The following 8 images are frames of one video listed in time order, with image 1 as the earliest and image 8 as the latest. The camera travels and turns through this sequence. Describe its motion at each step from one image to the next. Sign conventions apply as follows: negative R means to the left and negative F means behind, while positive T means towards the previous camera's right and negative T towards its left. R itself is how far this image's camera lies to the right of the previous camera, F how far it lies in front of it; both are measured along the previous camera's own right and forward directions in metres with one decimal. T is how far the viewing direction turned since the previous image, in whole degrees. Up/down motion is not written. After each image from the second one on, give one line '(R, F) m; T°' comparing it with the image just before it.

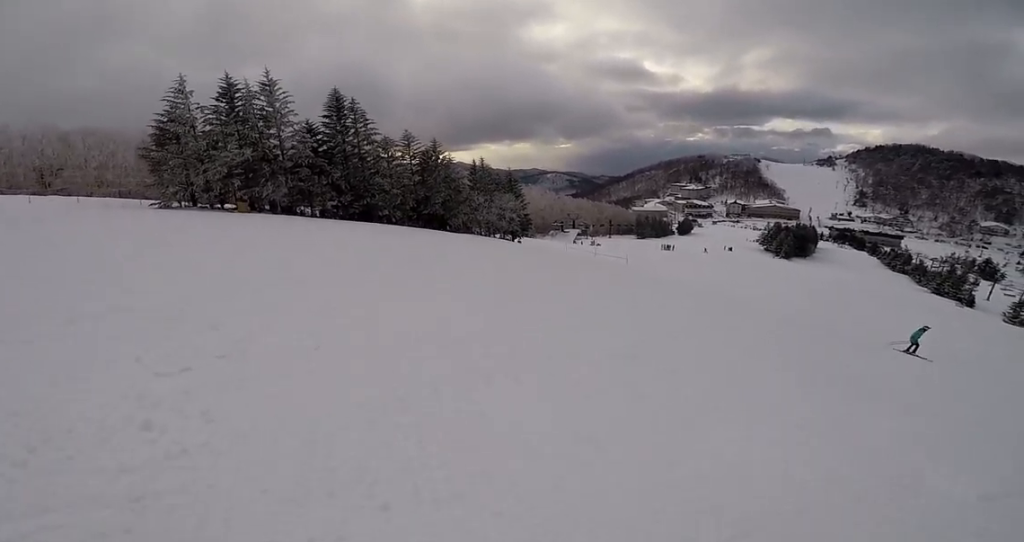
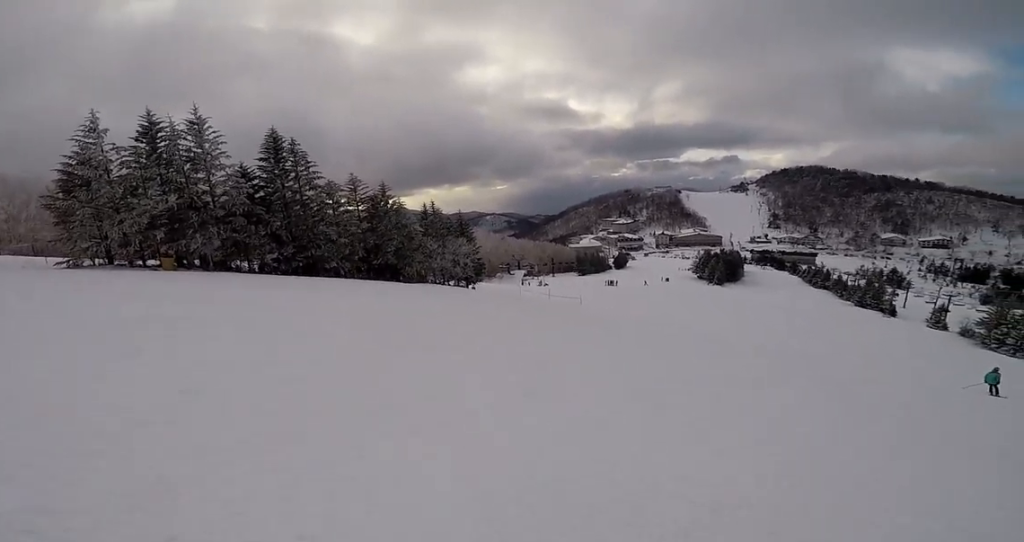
(-0.4, +3.0) m; +19°
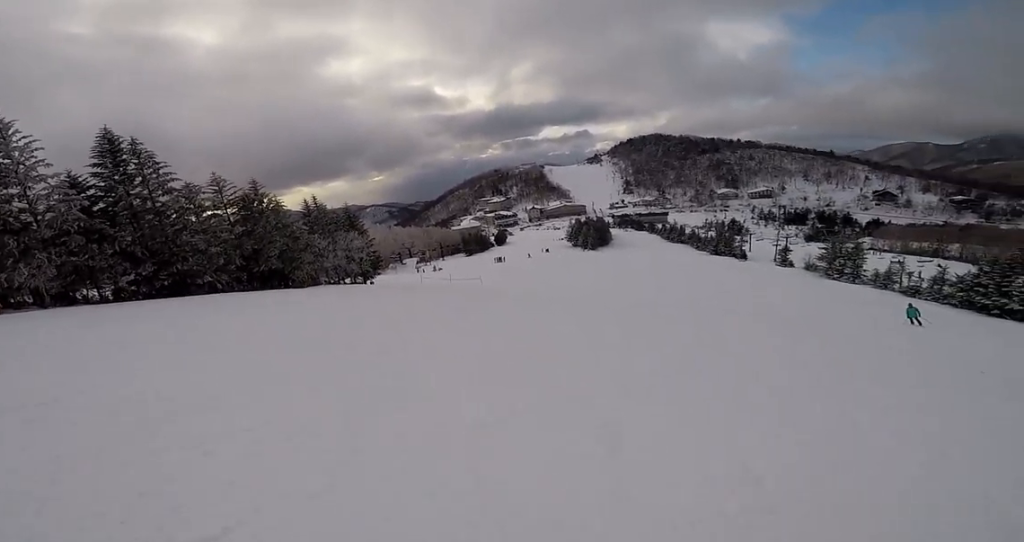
(0.0, +2.4) m; +24°
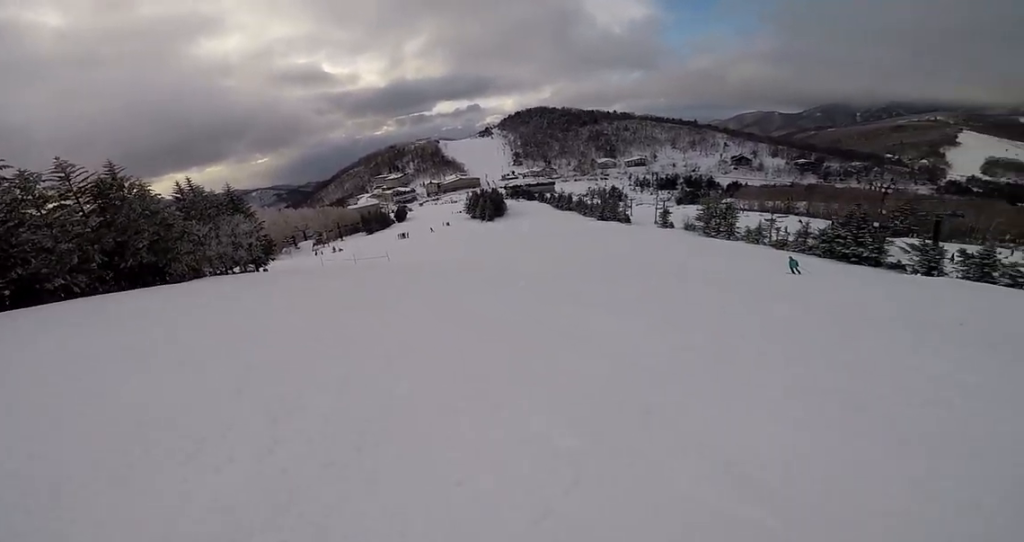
(+1.1, +2.0) m; +23°
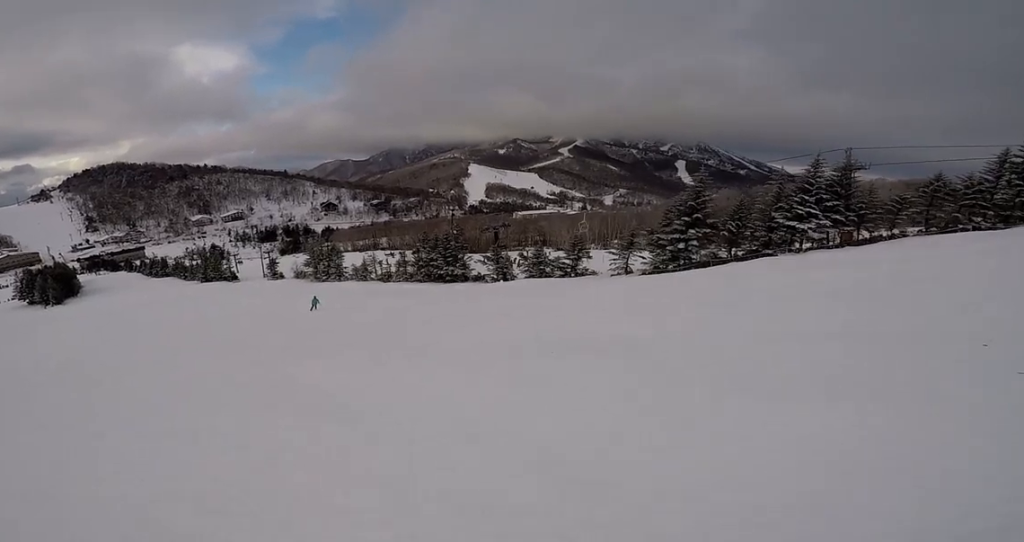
(+4.4, +7.1) m; +52°
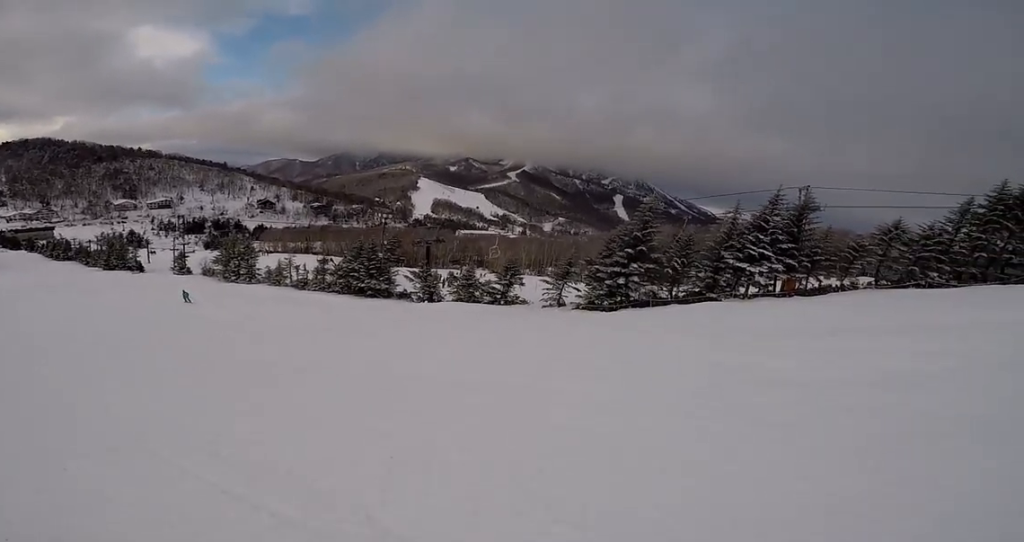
(+0.8, +6.4) m; -1°
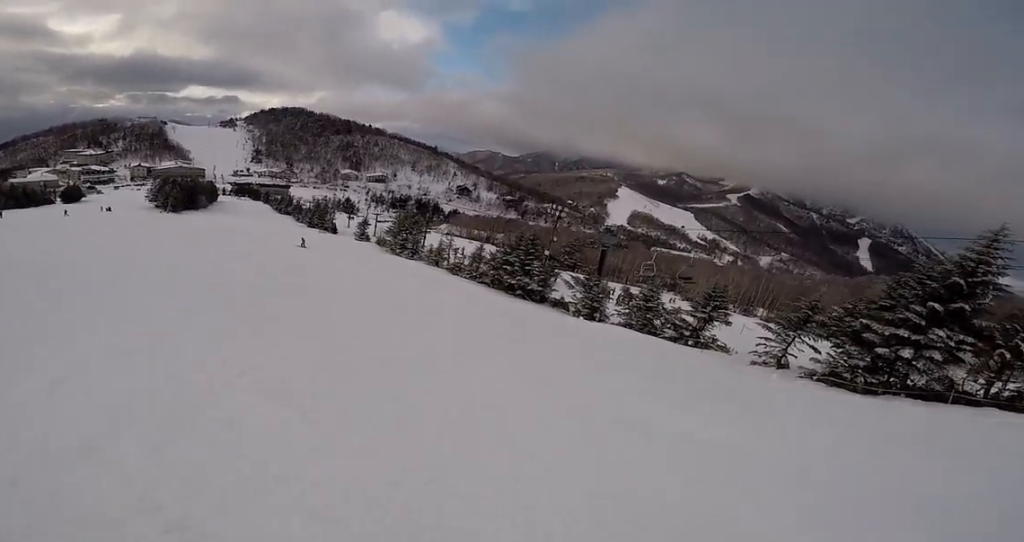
(-2.9, +10.7) m; -32°
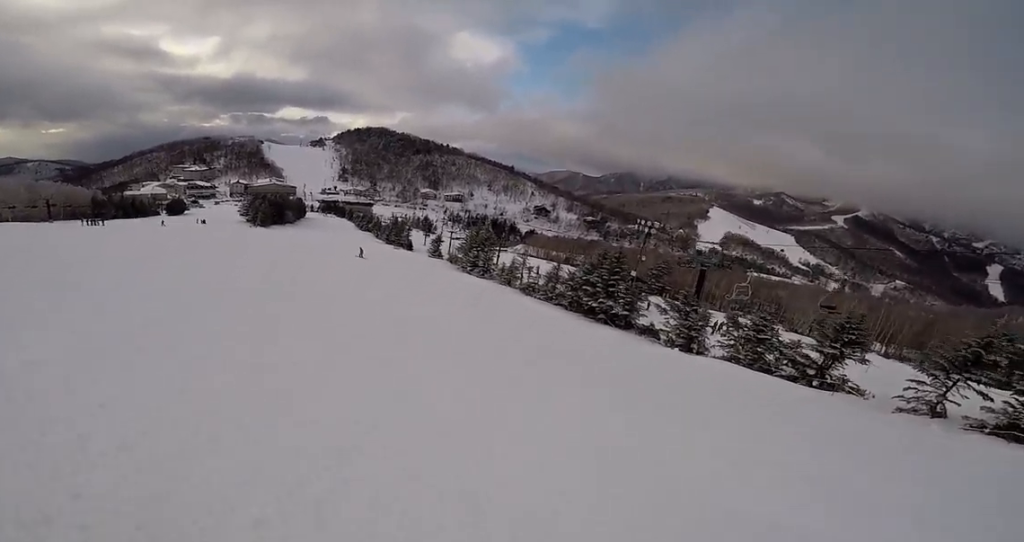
(-0.1, +3.6) m; -11°
